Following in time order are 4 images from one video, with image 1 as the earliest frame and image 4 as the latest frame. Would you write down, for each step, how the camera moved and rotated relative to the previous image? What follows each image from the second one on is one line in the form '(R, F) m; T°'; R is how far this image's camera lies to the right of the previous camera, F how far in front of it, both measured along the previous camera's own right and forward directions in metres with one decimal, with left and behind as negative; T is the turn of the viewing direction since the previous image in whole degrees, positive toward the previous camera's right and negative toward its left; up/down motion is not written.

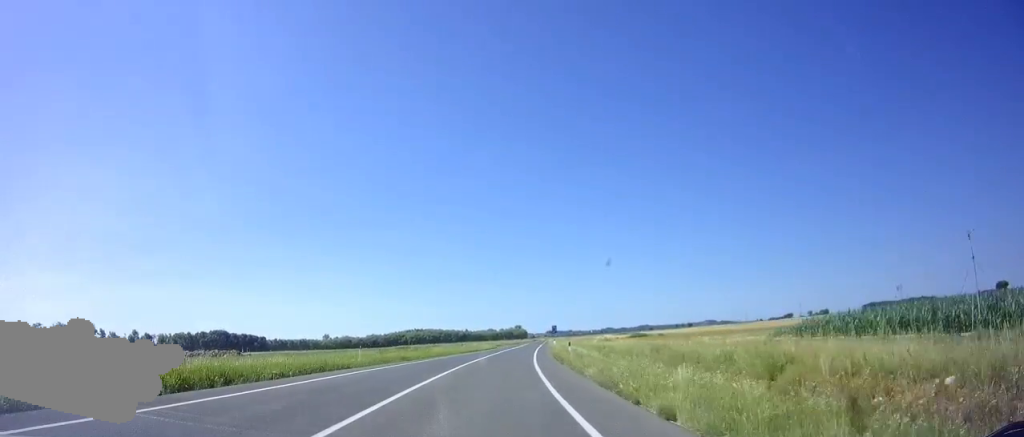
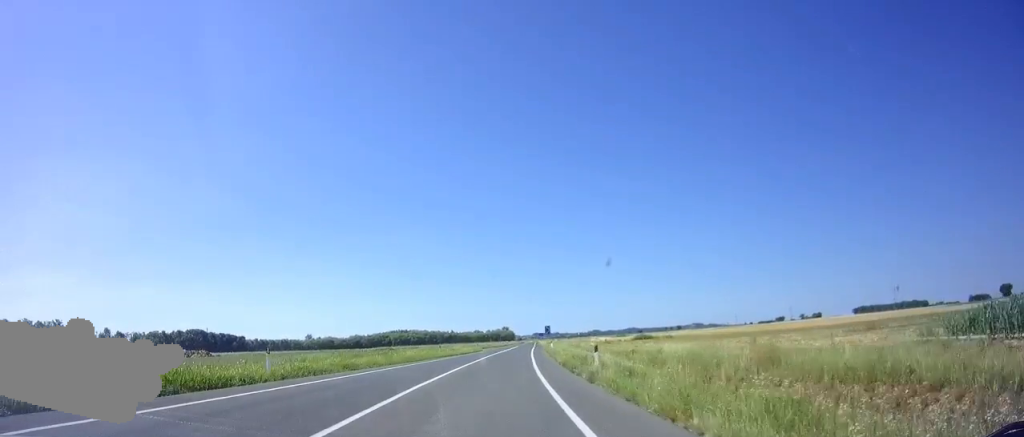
(-0.1, +11.3) m; +1°
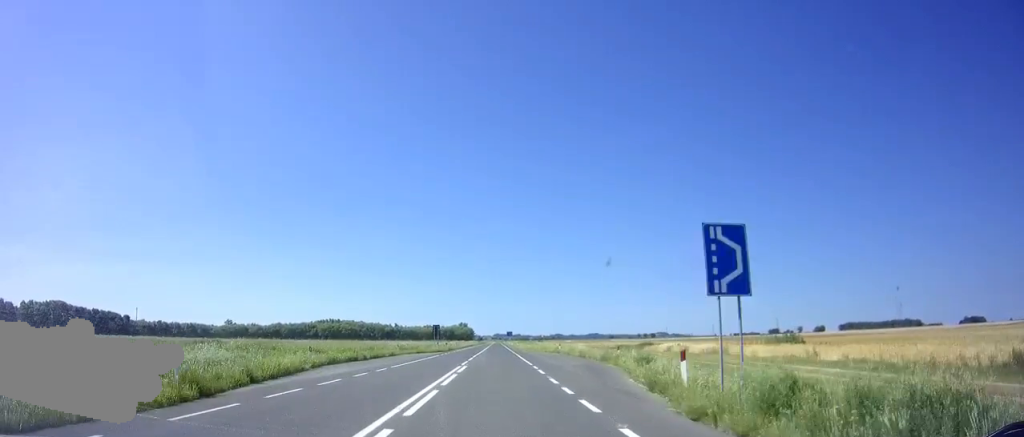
(+3.6, +75.9) m; +4°
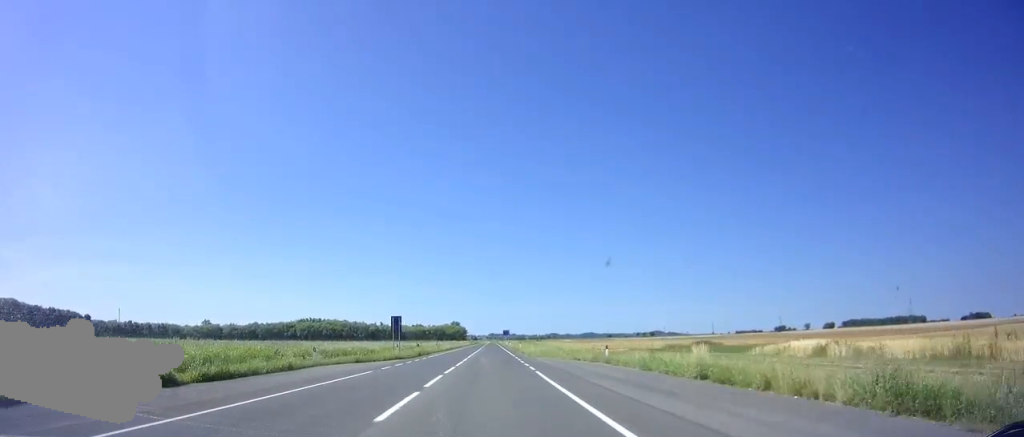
(+0.2, +24.4) m; 0°
